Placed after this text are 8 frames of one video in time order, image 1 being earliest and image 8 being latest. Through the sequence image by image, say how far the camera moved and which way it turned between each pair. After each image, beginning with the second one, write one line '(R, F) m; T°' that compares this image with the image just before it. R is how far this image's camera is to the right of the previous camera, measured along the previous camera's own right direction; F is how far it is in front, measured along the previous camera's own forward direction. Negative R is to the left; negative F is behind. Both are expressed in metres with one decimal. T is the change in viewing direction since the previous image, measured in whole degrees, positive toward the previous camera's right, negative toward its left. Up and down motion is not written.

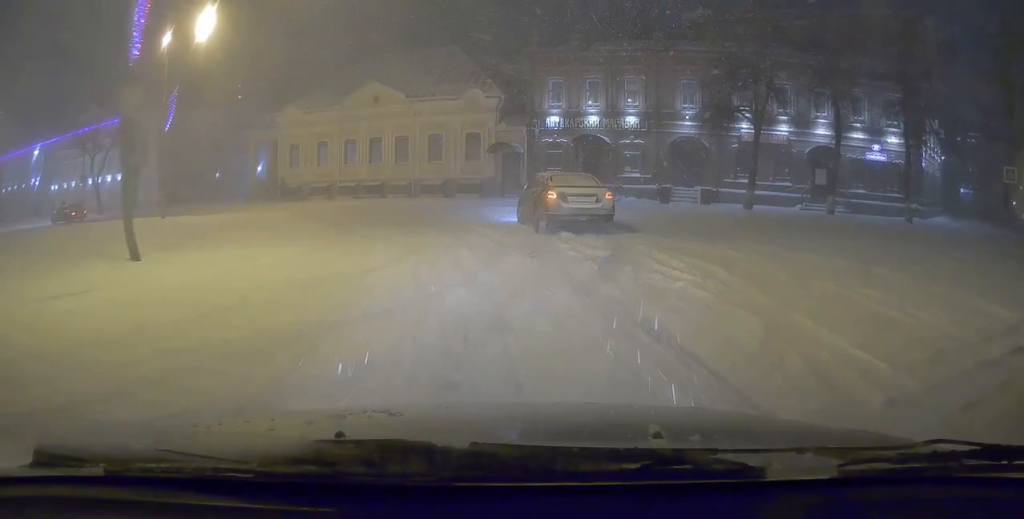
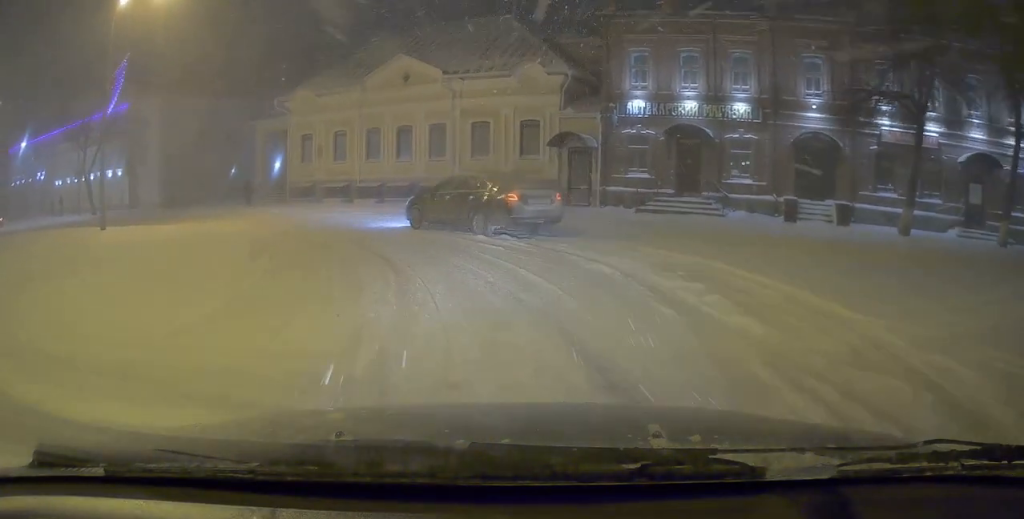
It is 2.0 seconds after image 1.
(+0.8, +8.5) m; +3°
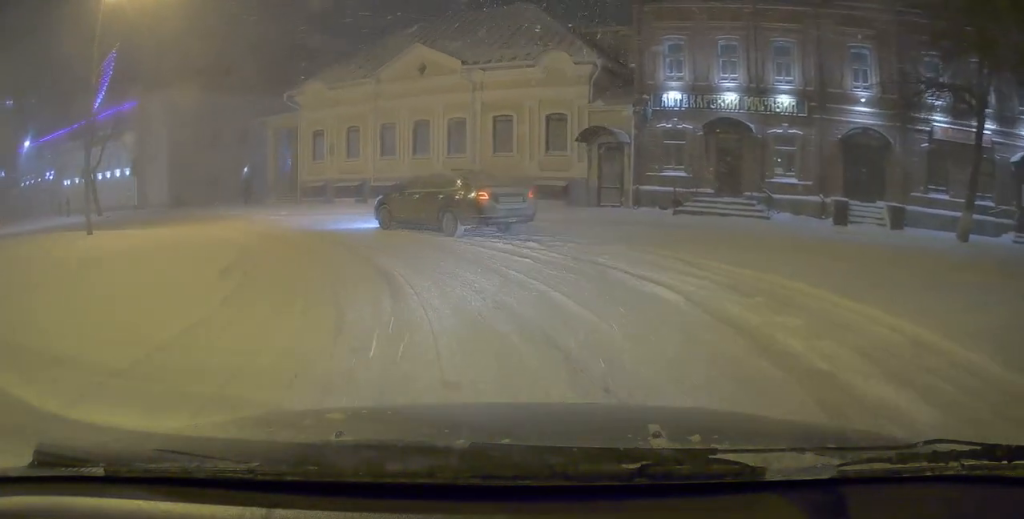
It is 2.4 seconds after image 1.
(0.0, +2.1) m; -4°
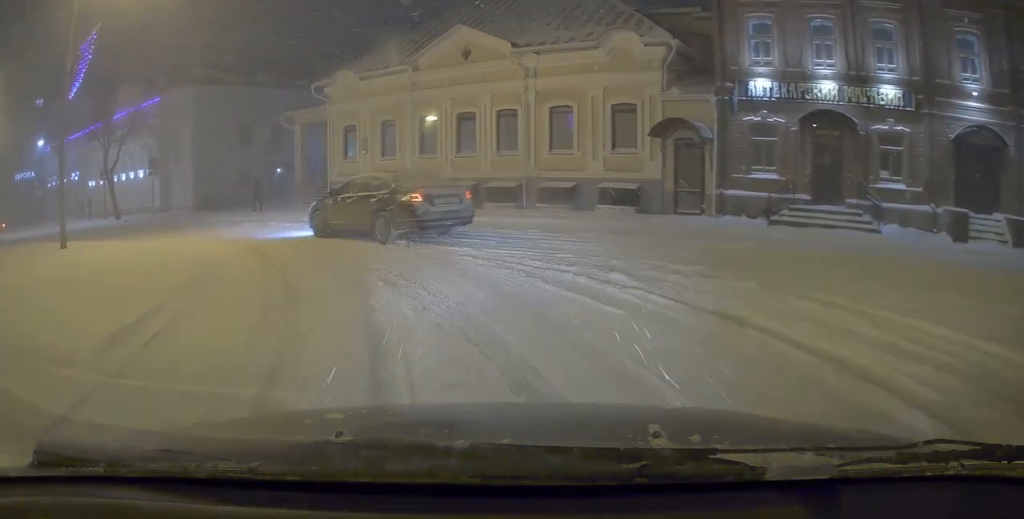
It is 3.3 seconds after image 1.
(-0.2, +3.8) m; -10°
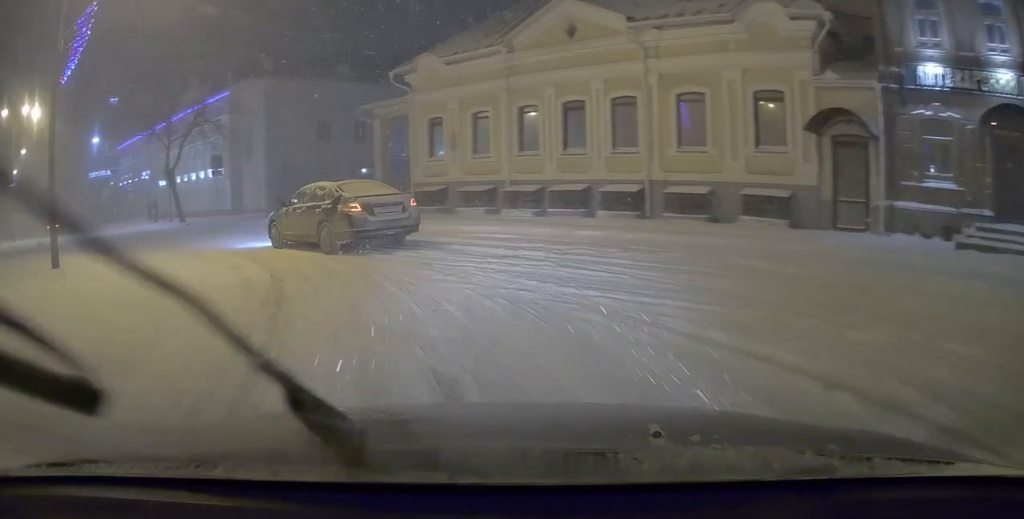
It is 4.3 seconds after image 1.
(-0.5, +4.3) m; -7°
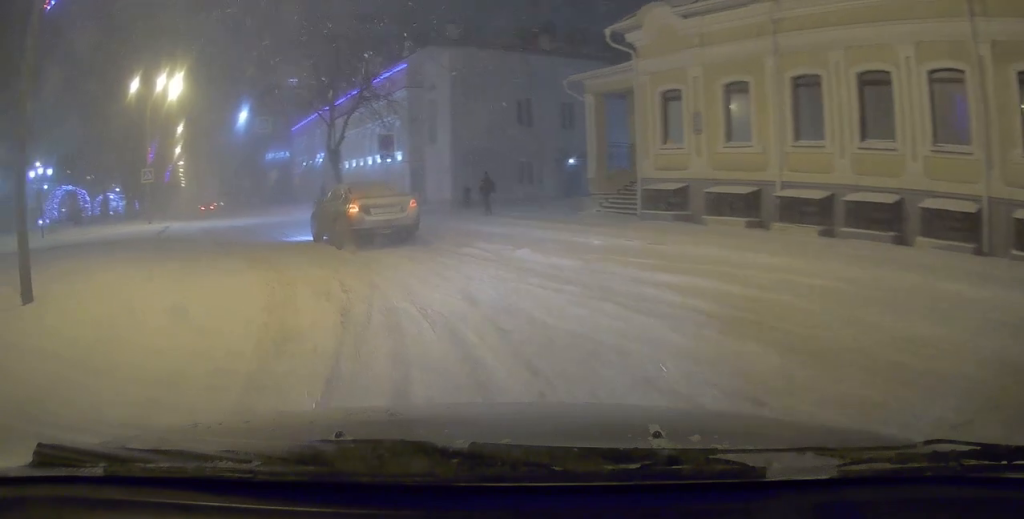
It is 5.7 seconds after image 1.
(-0.9, +6.4) m; -21°
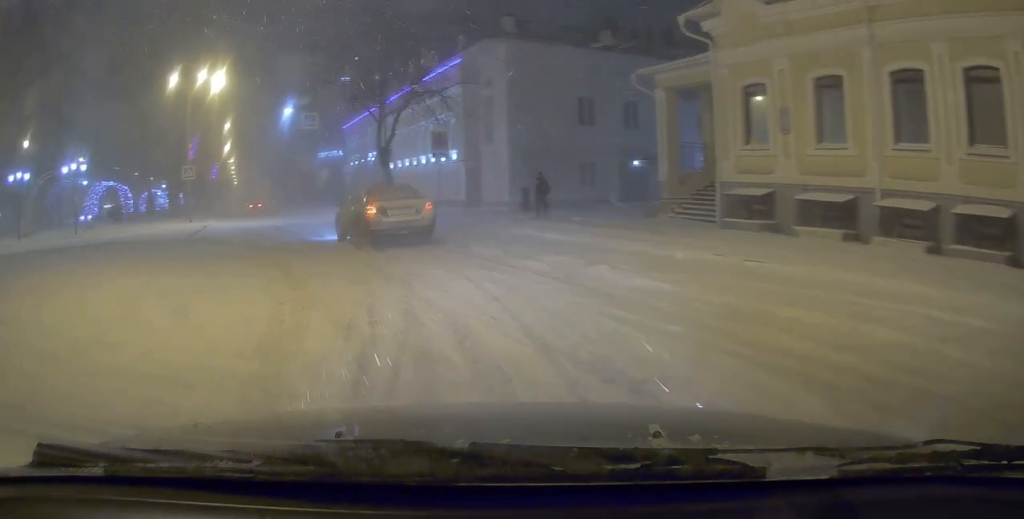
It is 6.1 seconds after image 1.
(-0.1, +1.8) m; -7°
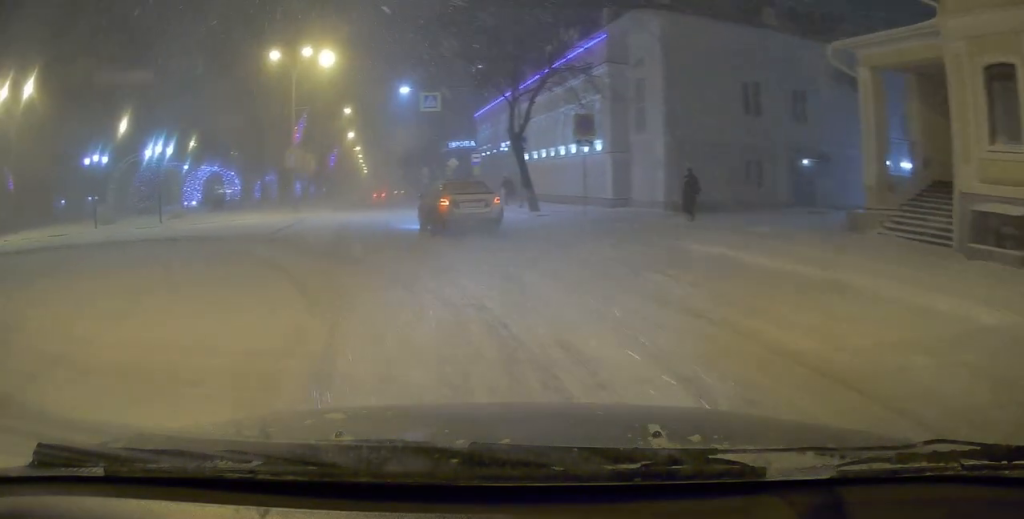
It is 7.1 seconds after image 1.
(-0.5, +4.4) m; -11°
